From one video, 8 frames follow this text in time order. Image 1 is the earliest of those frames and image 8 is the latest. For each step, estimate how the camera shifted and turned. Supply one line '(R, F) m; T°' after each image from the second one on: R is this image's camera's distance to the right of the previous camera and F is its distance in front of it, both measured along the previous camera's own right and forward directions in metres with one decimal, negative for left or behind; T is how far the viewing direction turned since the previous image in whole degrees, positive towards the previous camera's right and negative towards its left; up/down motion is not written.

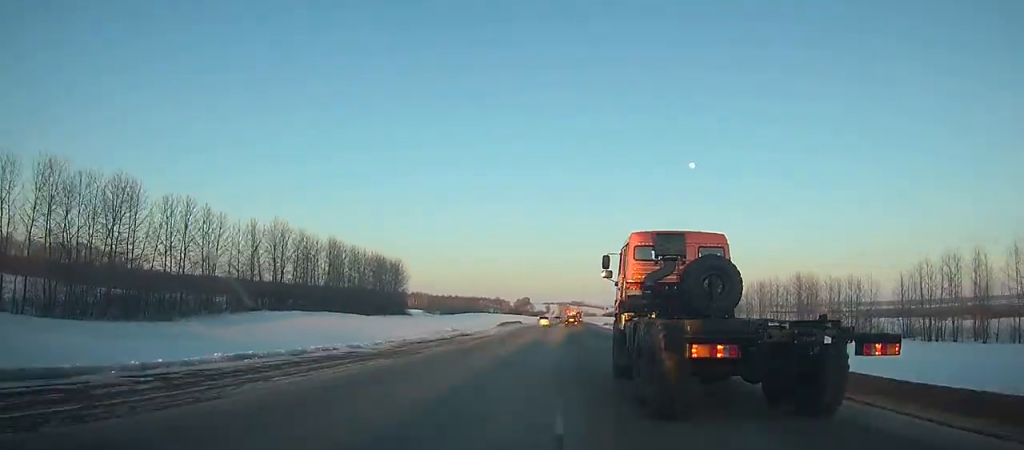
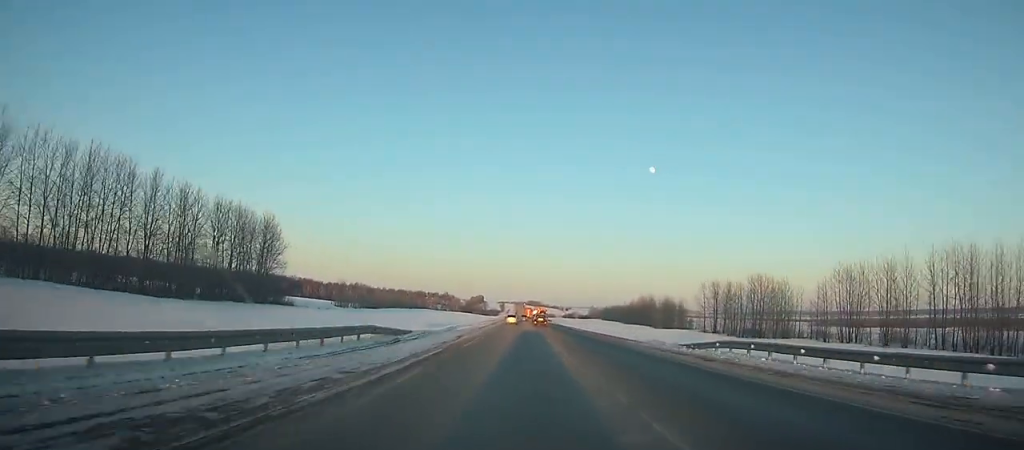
(-0.3, +73.0) m; +1°
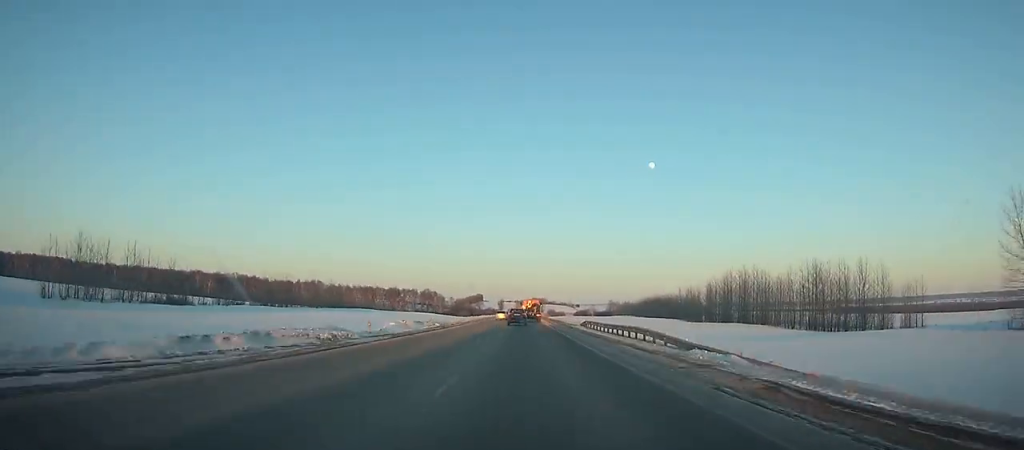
(+2.0, +123.3) m; 0°
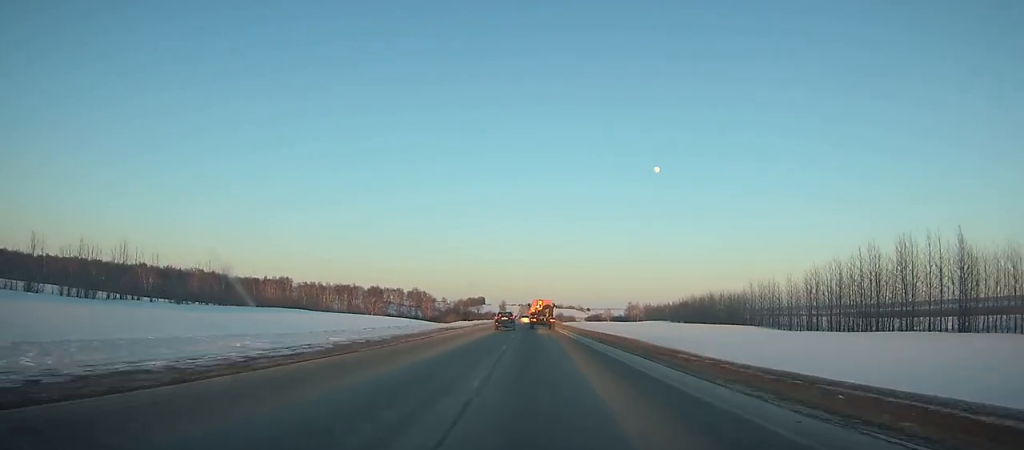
(-0.6, +72.0) m; -1°
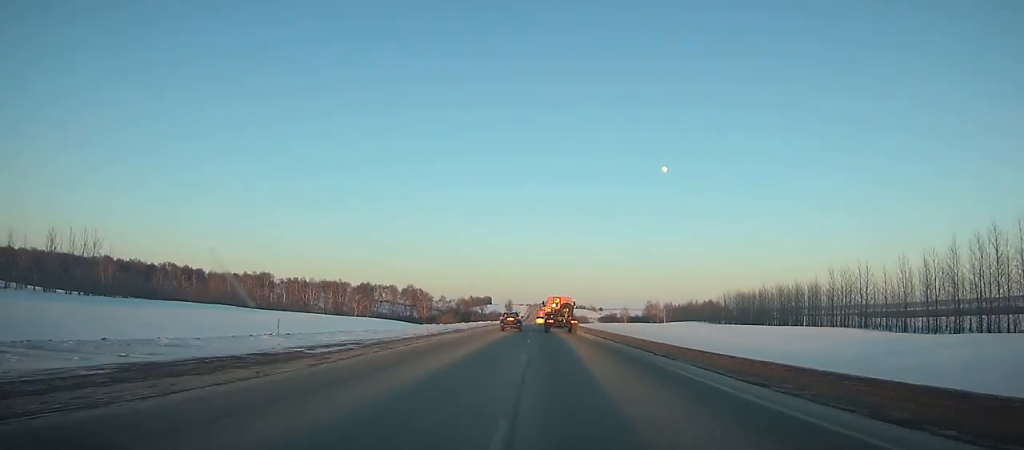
(-0.2, +43.5) m; 0°
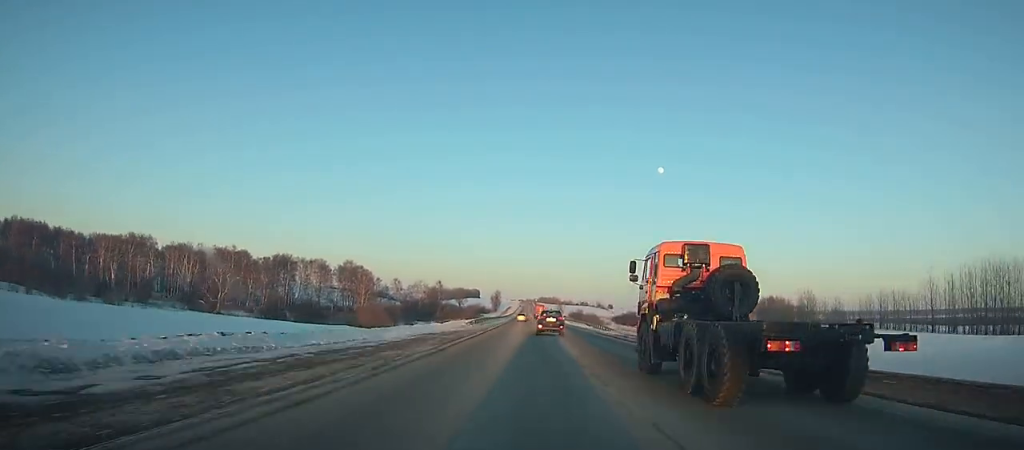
(+0.1, +114.1) m; +1°
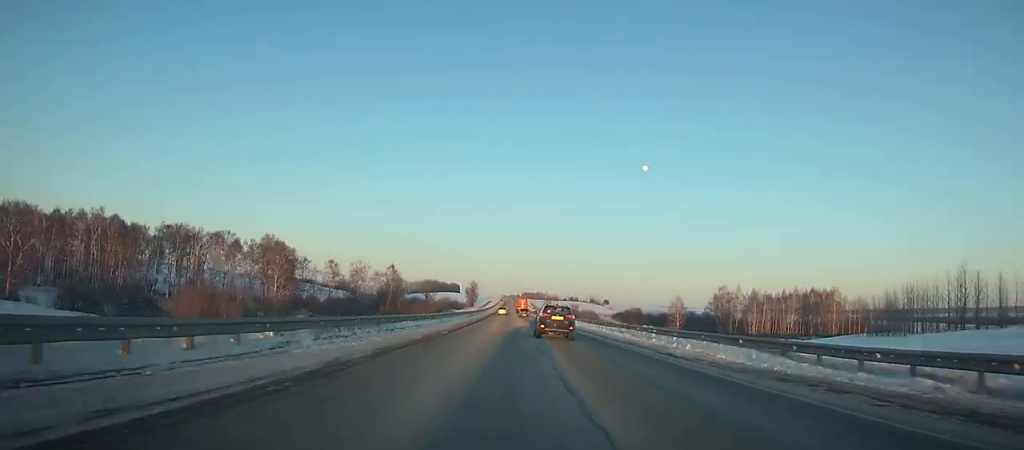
(+0.4, +63.7) m; +1°
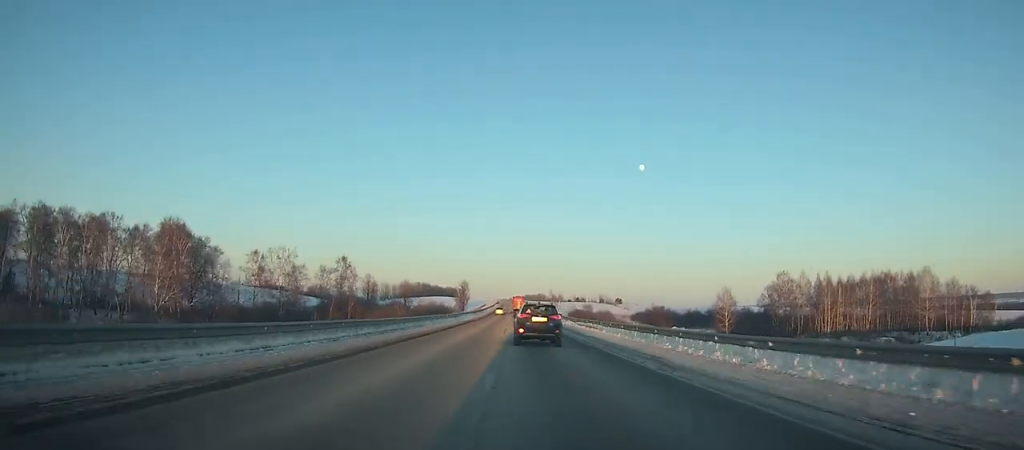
(+0.6, +51.3) m; 0°
